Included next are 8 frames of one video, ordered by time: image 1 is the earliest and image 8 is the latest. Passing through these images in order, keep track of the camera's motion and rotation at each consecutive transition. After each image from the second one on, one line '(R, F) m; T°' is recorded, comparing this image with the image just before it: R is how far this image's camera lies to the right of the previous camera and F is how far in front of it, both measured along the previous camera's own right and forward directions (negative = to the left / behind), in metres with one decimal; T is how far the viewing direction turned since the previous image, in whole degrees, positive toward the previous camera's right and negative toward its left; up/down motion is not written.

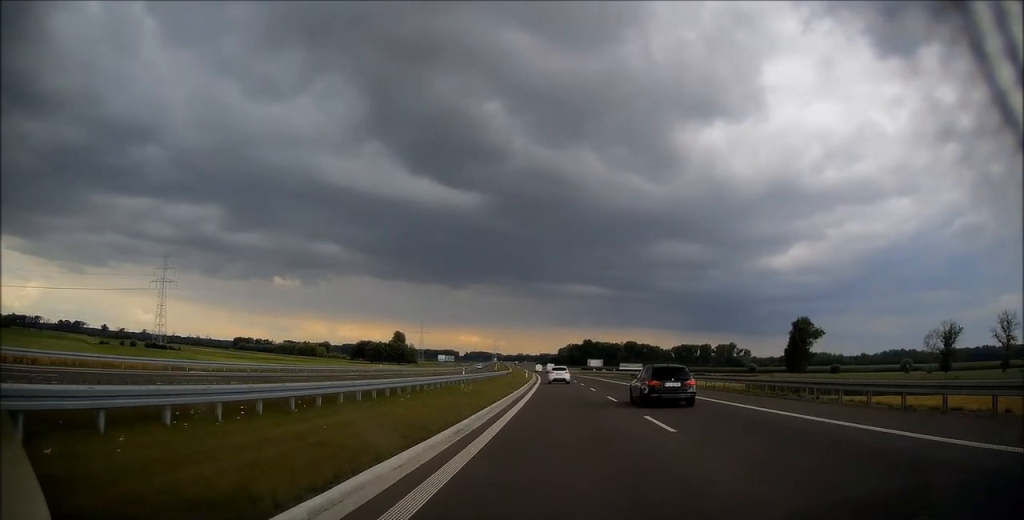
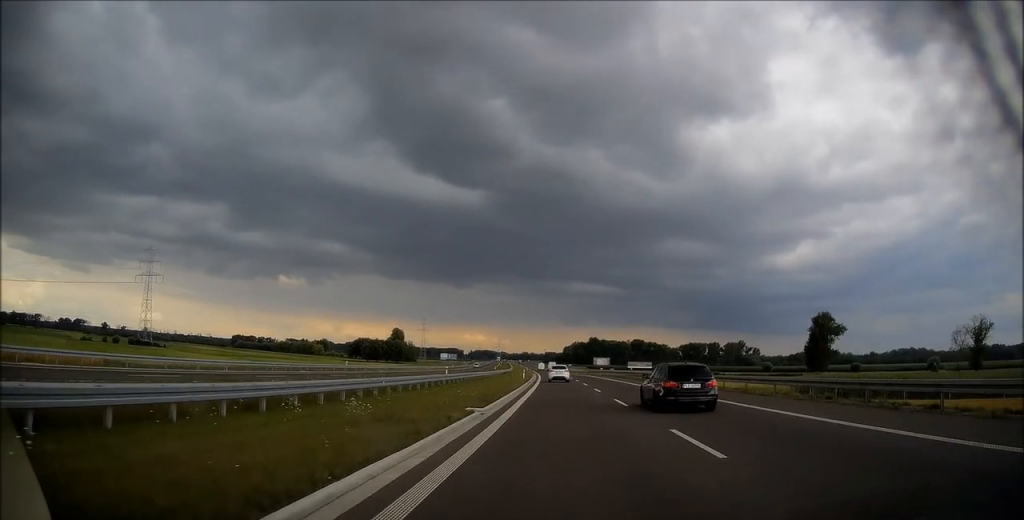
(-0.2, +15.8) m; -1°
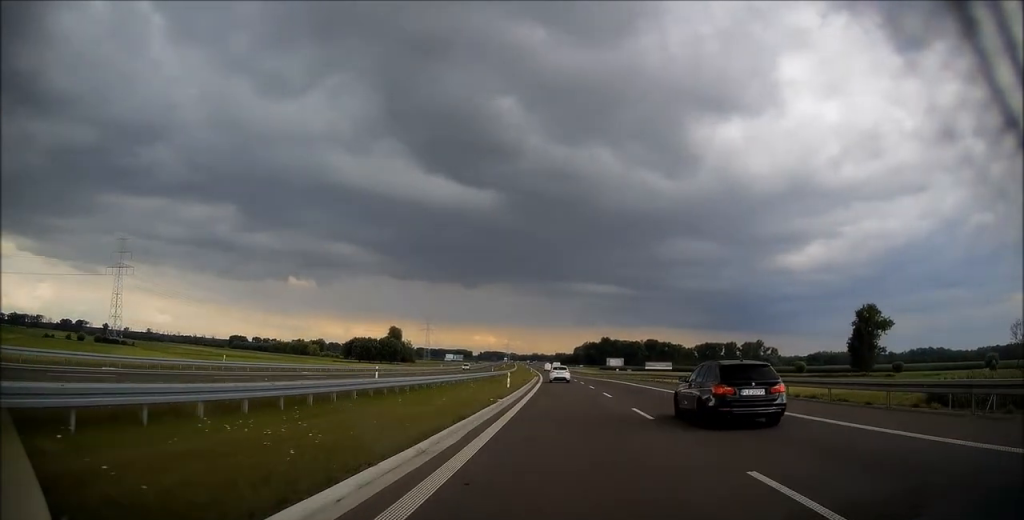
(-0.2, +29.2) m; -1°
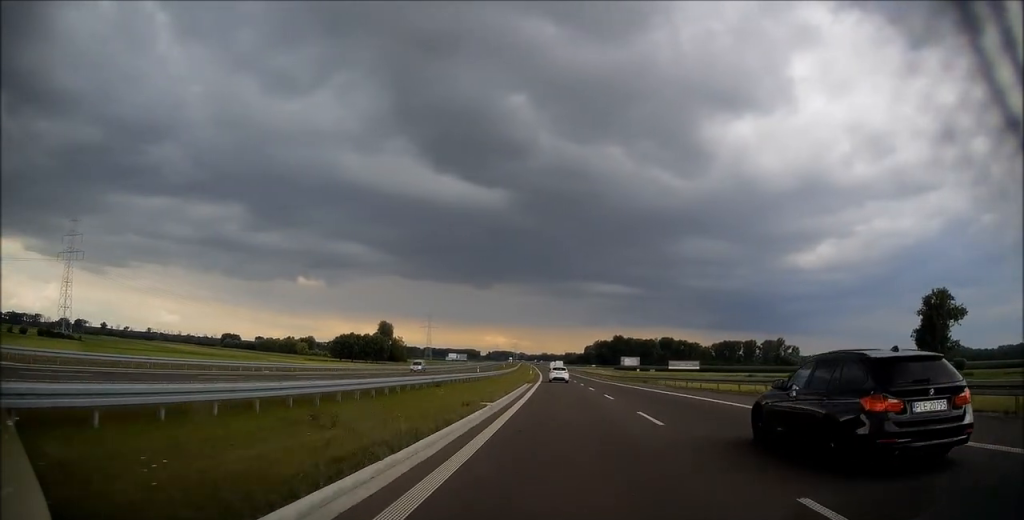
(-0.4, +37.6) m; -1°
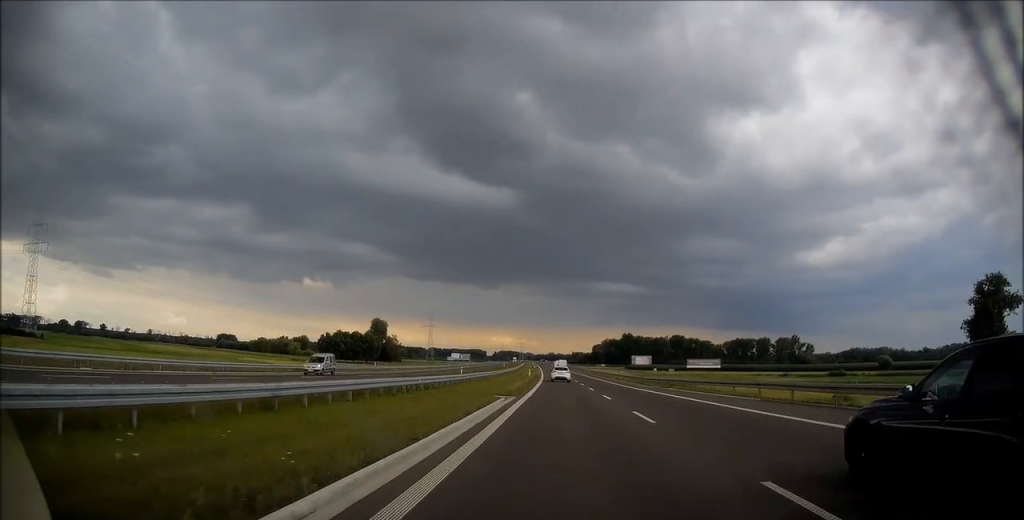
(-0.2, +23.0) m; -1°
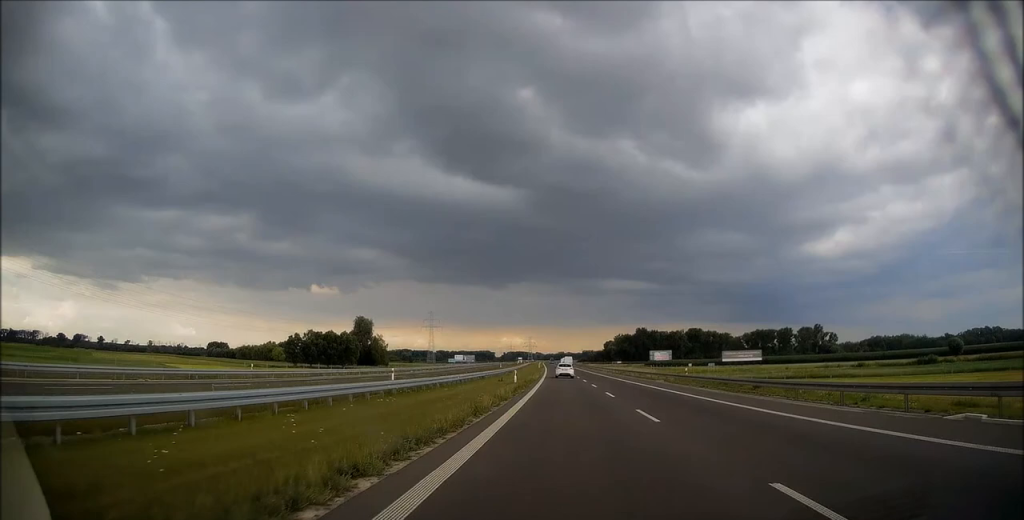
(0.0, +36.2) m; -1°
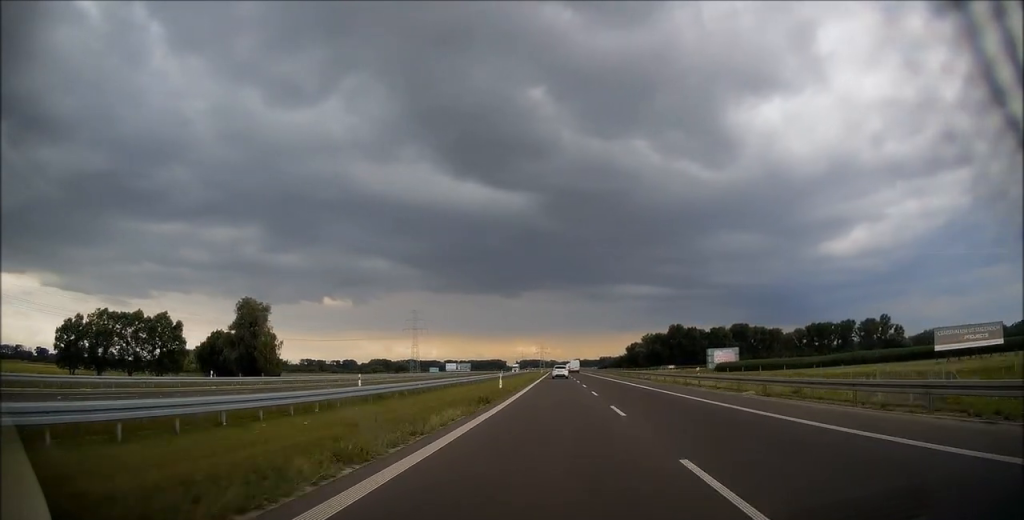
(-2.1, +104.9) m; -2°
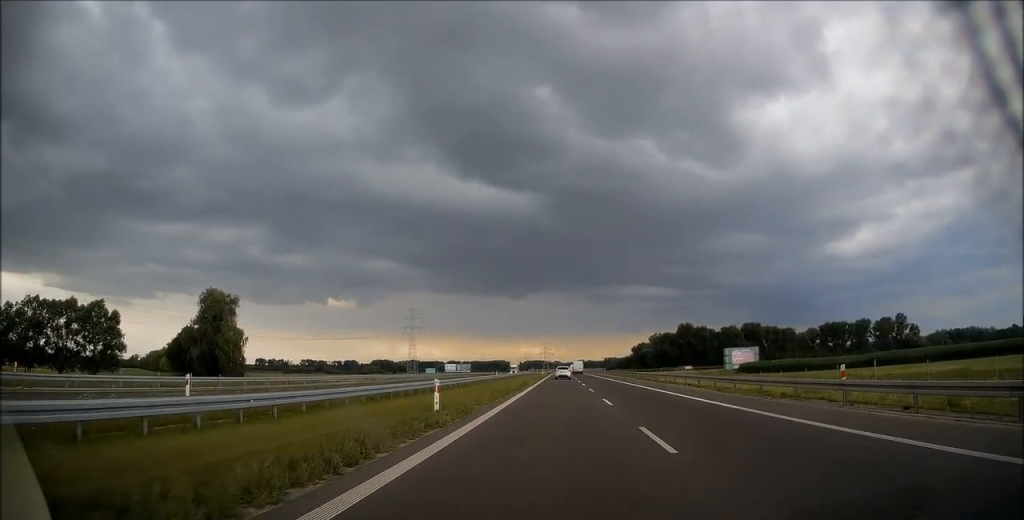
(-0.1, +19.3) m; 0°
